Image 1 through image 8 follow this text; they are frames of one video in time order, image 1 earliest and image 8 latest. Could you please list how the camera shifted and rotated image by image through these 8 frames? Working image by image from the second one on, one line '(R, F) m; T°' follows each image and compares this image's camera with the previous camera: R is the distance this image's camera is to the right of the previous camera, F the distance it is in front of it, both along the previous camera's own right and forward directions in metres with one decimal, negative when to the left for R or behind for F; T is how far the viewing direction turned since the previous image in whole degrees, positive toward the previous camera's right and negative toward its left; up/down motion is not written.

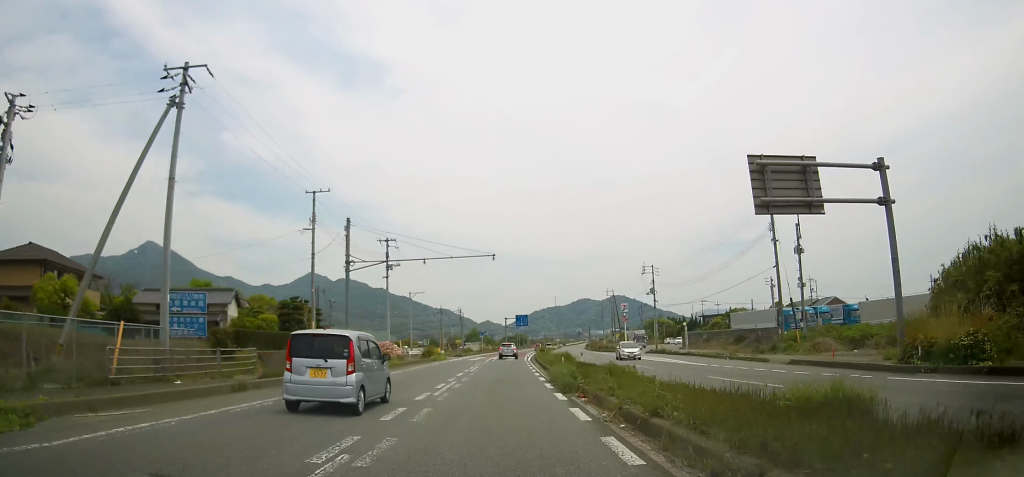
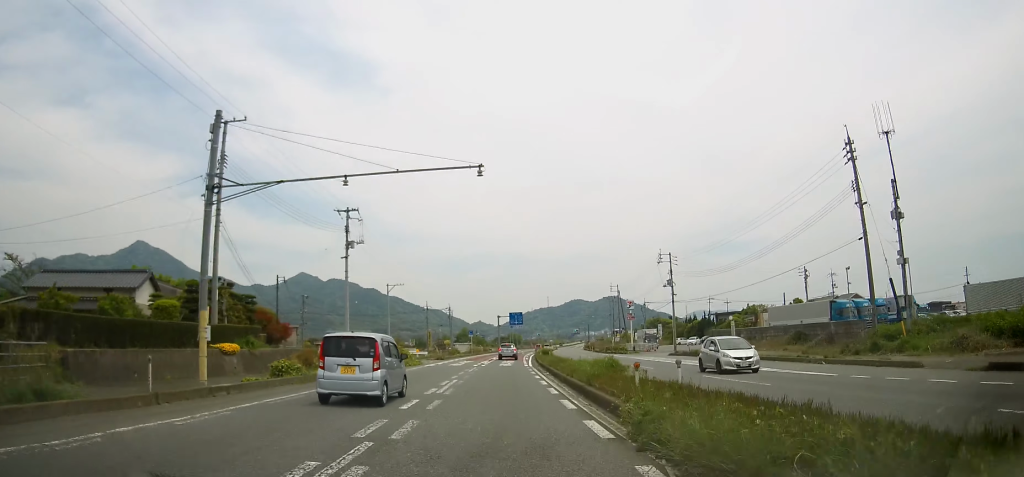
(+0.1, +14.2) m; +1°
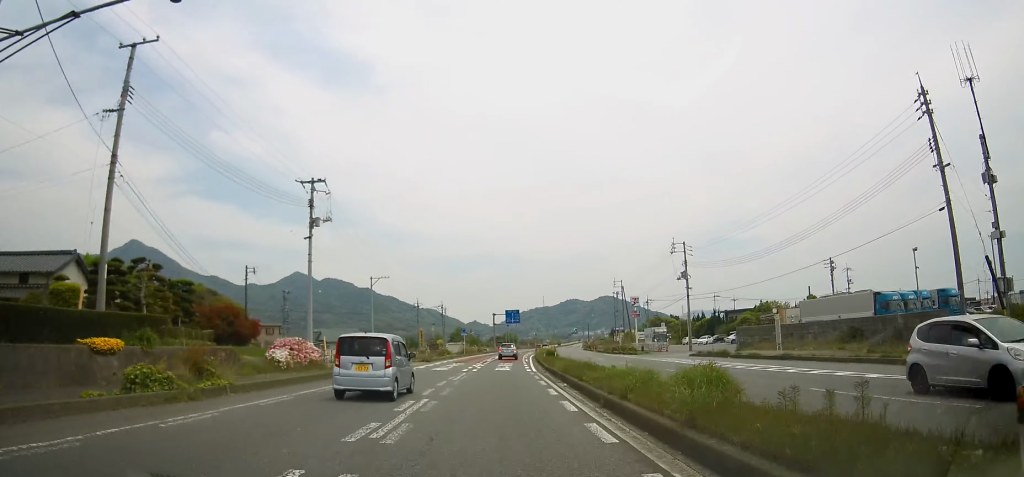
(0.0, +8.5) m; +1°
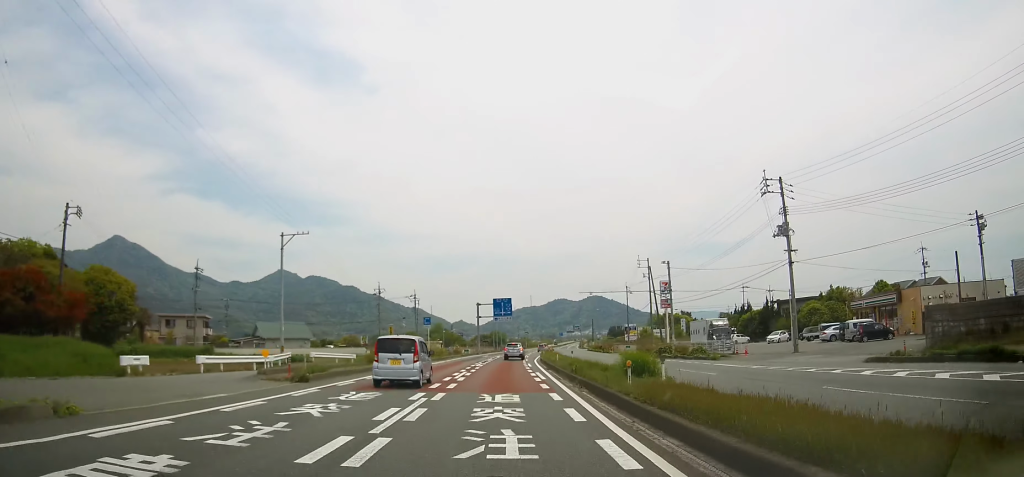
(+0.5, +30.0) m; +1°
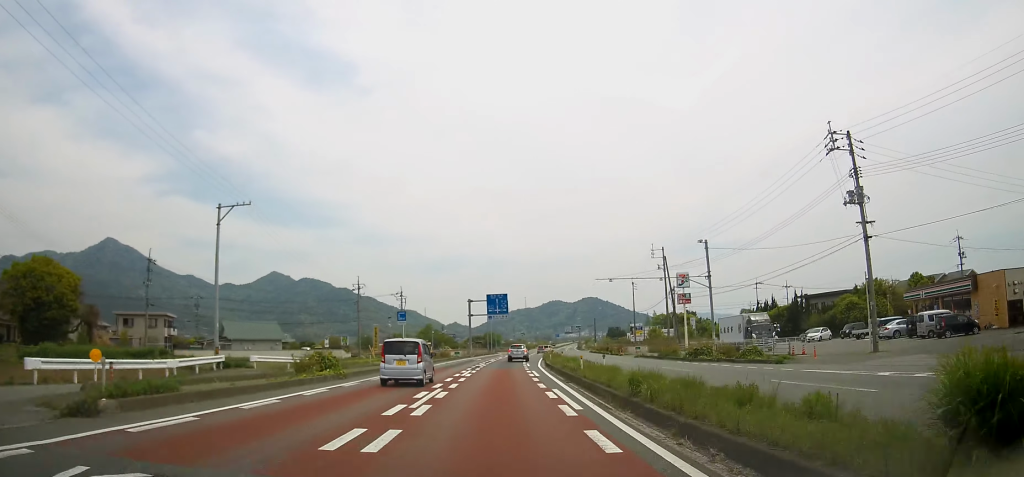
(-0.1, +11.3) m; 0°
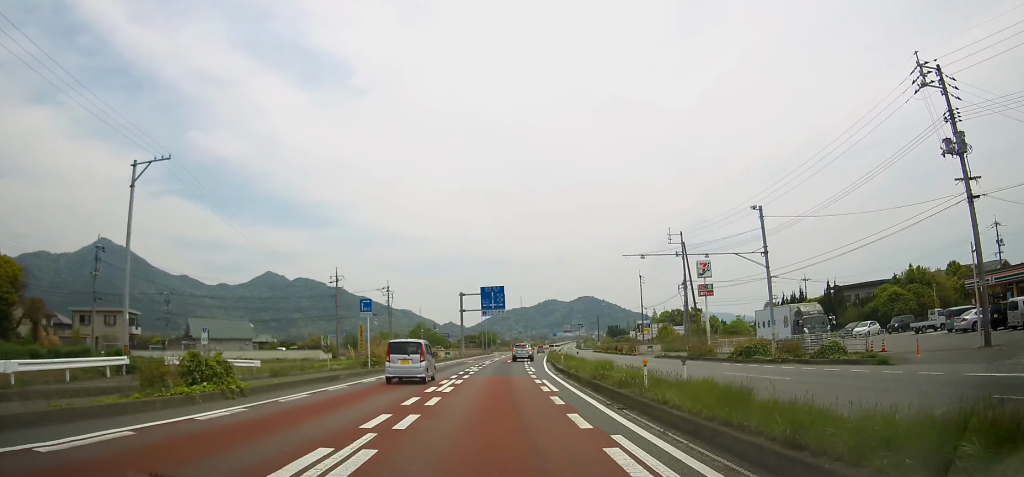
(+0.1, +9.9) m; +1°
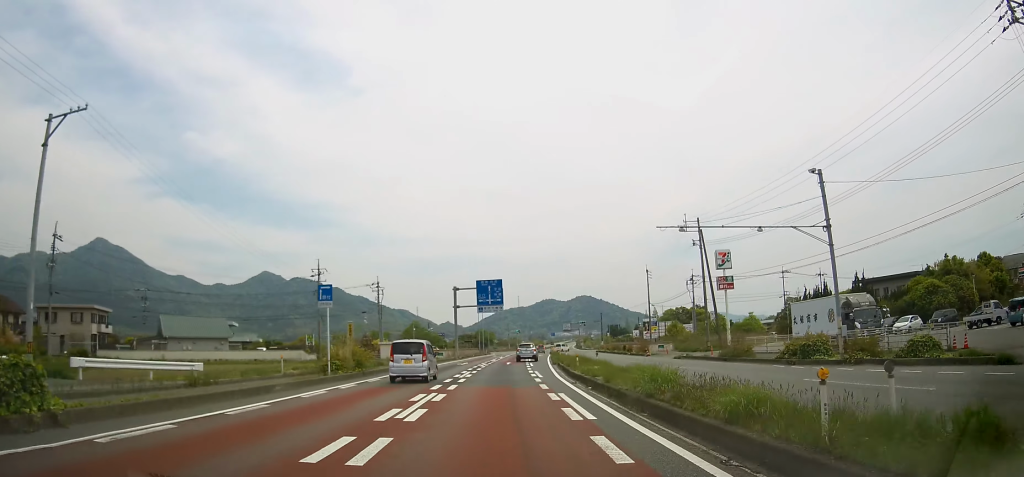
(0.0, +7.0) m; 0°
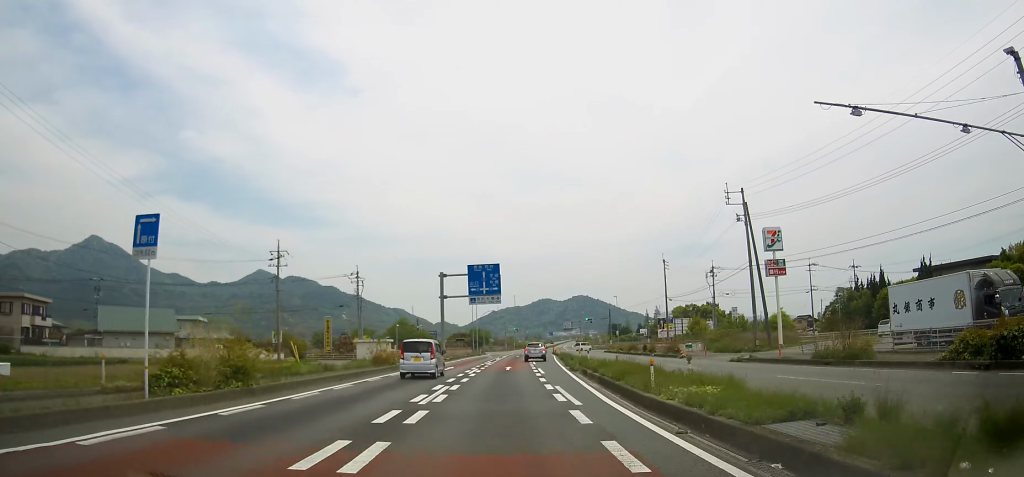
(+0.1, +12.6) m; 0°
